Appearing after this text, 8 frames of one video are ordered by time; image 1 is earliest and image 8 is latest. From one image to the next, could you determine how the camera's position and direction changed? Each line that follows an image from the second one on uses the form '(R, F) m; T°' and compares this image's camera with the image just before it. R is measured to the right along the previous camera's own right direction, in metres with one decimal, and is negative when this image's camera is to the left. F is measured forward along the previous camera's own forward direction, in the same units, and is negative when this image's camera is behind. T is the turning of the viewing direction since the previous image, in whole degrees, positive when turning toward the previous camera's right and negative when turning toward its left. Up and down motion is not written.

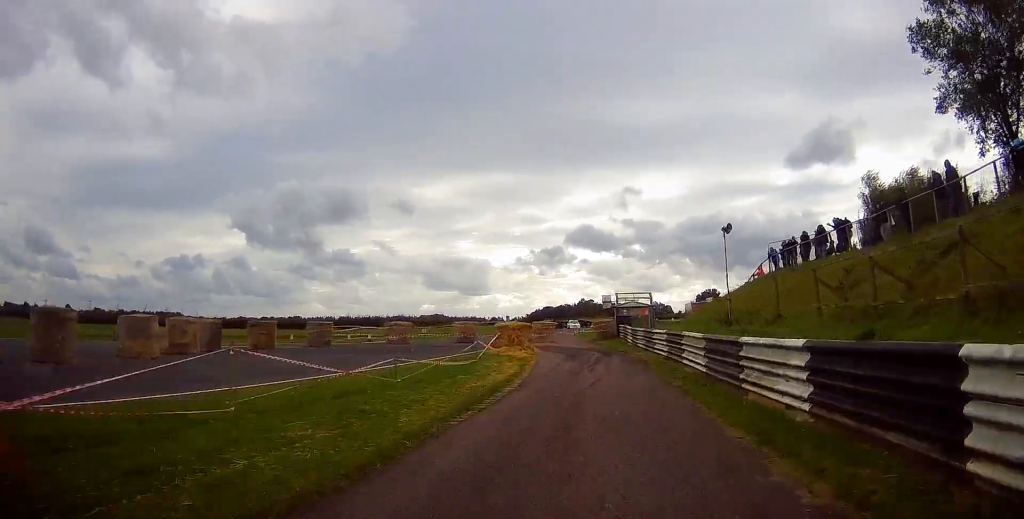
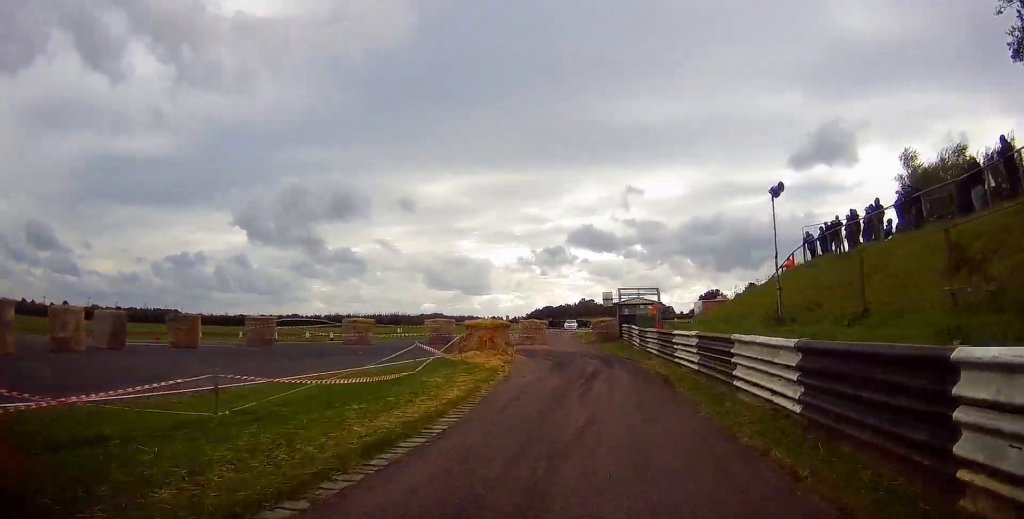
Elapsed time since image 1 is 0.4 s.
(0.0, +6.6) m; -1°
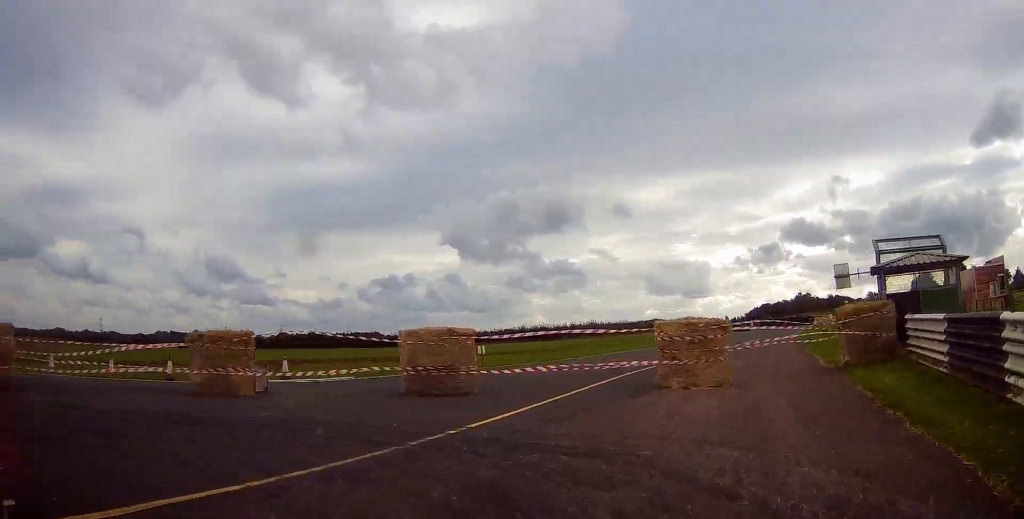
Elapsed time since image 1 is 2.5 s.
(-1.8, +22.0) m; -38°
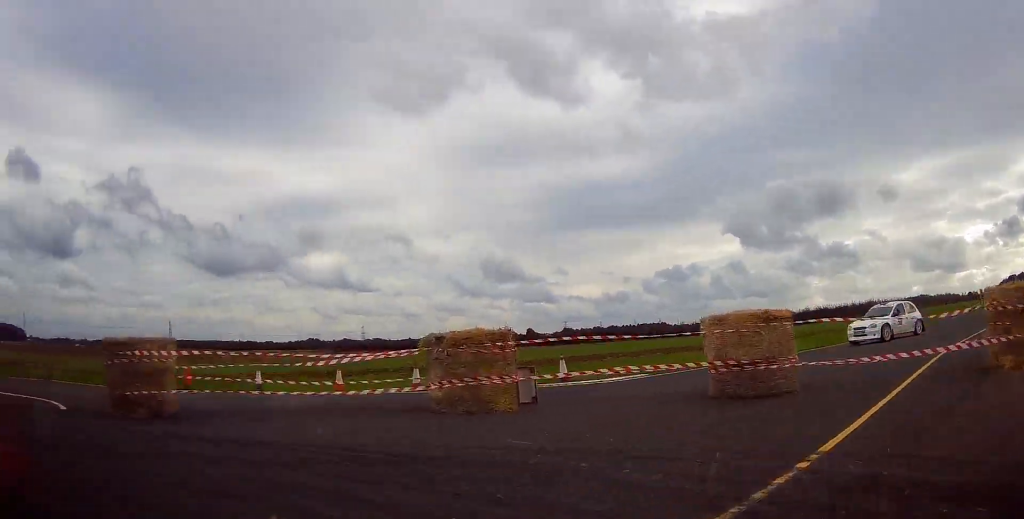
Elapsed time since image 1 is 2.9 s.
(0.0, +3.0) m; -30°
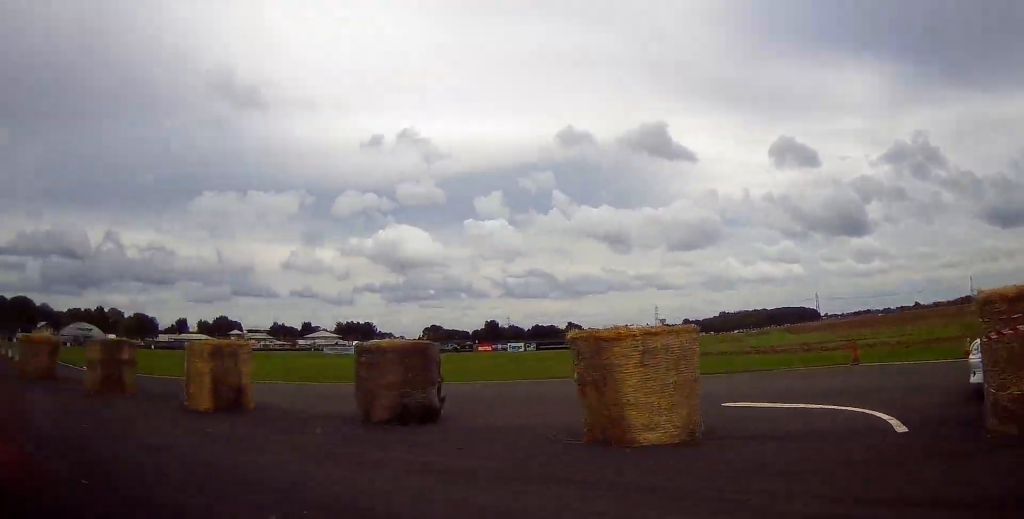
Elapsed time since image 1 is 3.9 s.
(-3.4, +3.5) m; -67°
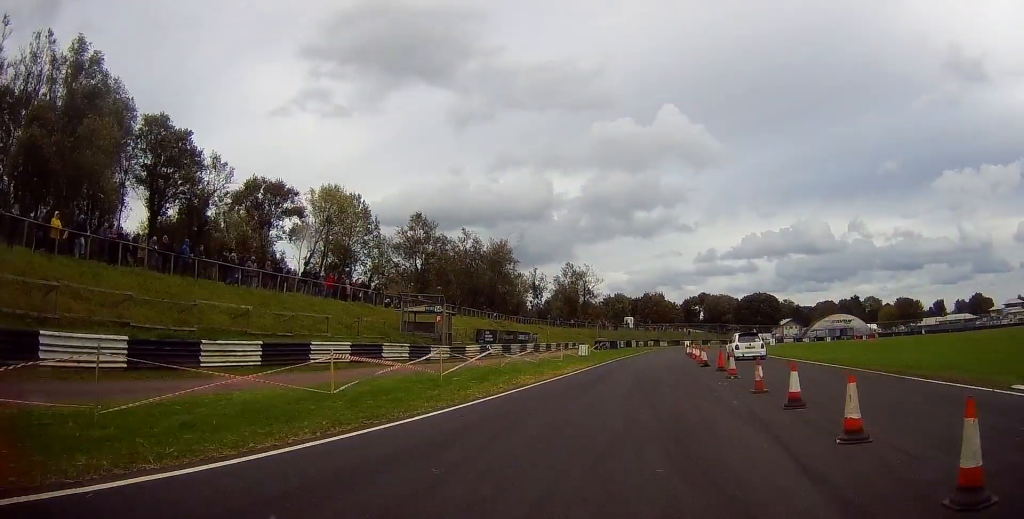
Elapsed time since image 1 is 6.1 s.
(-11.3, +13.5) m; -49°
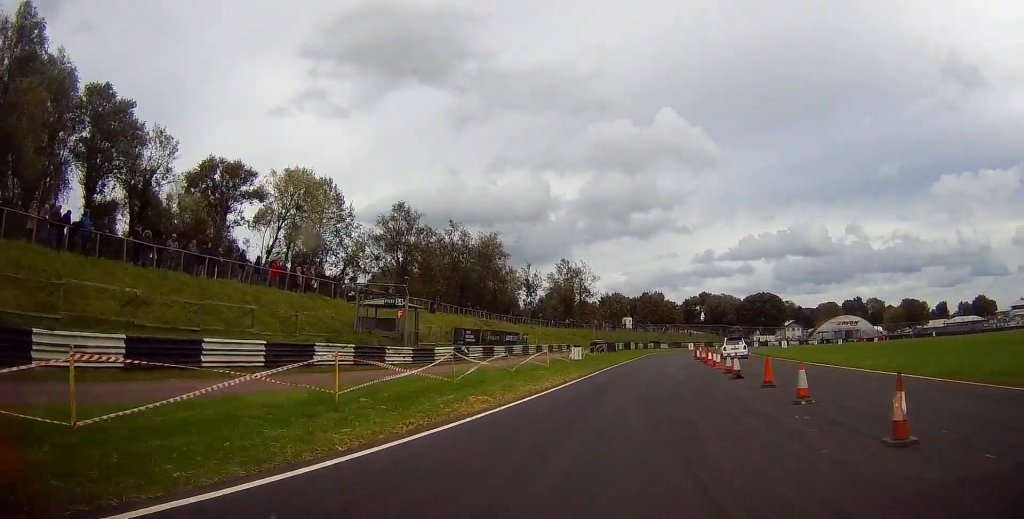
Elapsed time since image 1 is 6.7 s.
(0.0, +7.0) m; 0°
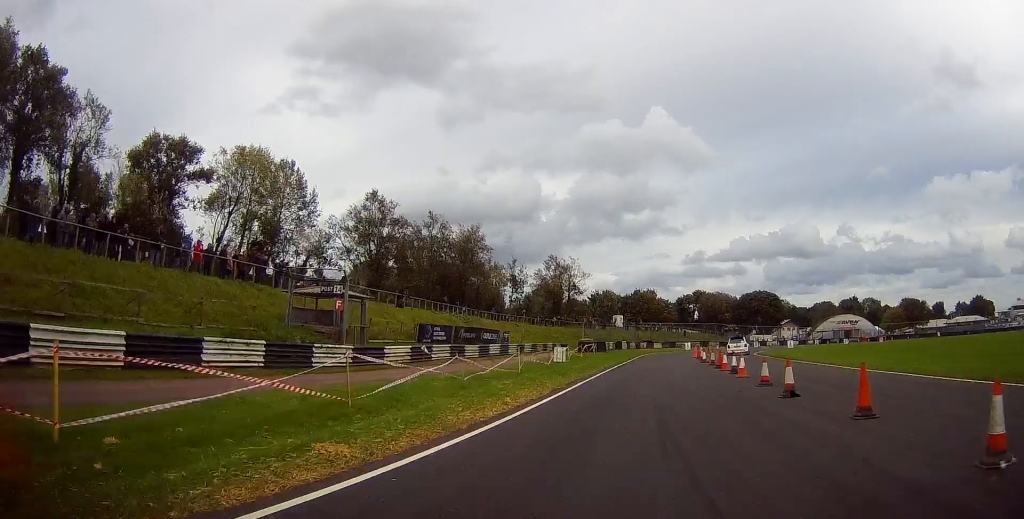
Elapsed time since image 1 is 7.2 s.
(0.0, +6.1) m; +1°
